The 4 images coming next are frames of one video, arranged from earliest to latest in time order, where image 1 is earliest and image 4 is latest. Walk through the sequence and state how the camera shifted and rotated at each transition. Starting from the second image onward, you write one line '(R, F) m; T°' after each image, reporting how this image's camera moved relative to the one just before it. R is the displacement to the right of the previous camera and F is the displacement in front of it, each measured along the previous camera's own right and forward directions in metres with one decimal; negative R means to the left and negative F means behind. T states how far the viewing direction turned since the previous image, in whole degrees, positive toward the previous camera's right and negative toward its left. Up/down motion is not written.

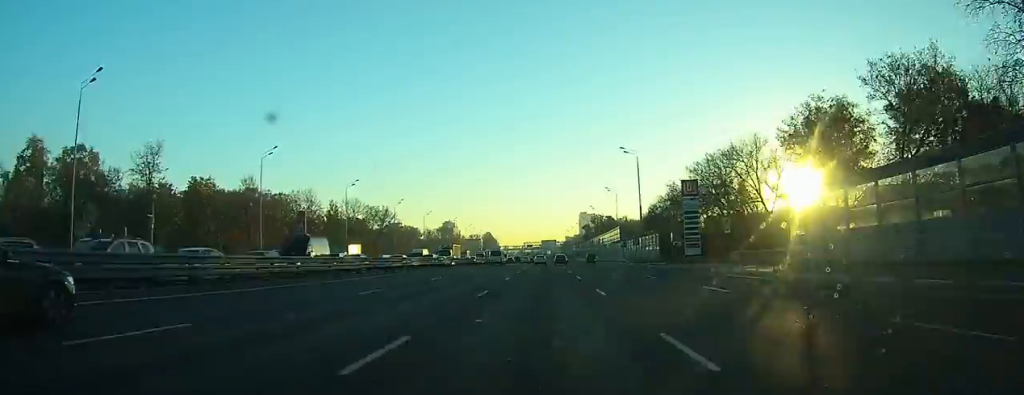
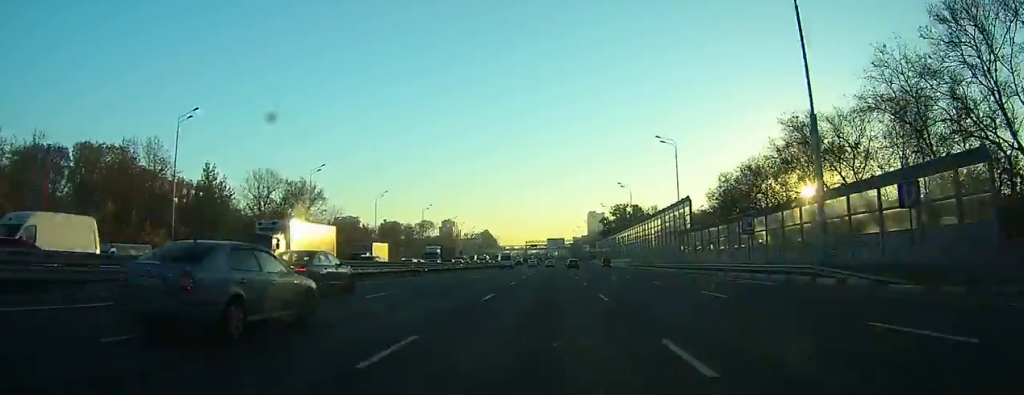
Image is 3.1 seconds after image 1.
(-0.5, +59.2) m; -1°
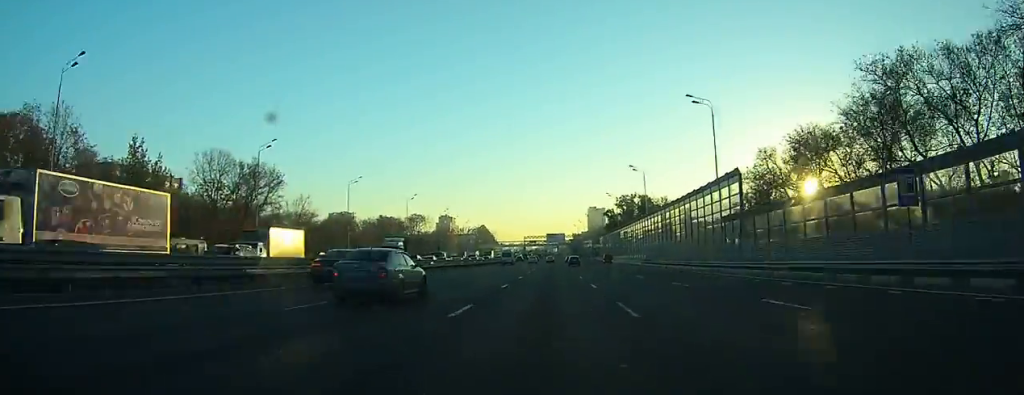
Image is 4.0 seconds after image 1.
(-0.1, +19.2) m; 0°
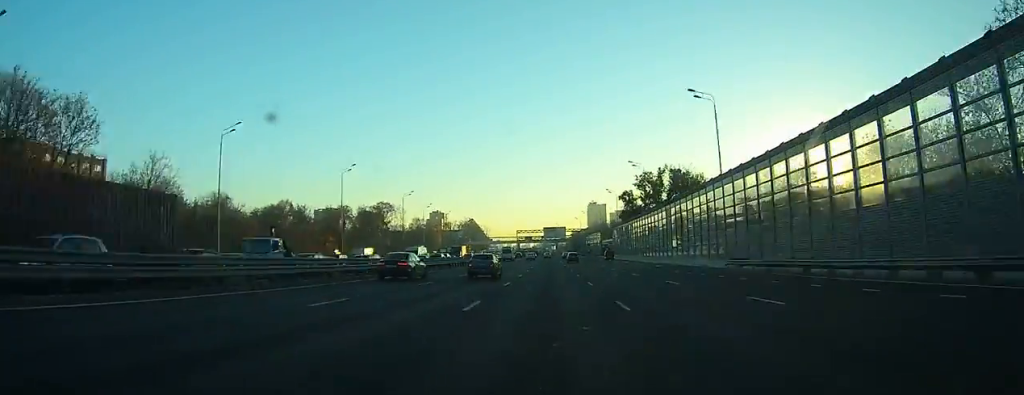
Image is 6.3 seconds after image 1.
(+0.1, +48.6) m; 0°
